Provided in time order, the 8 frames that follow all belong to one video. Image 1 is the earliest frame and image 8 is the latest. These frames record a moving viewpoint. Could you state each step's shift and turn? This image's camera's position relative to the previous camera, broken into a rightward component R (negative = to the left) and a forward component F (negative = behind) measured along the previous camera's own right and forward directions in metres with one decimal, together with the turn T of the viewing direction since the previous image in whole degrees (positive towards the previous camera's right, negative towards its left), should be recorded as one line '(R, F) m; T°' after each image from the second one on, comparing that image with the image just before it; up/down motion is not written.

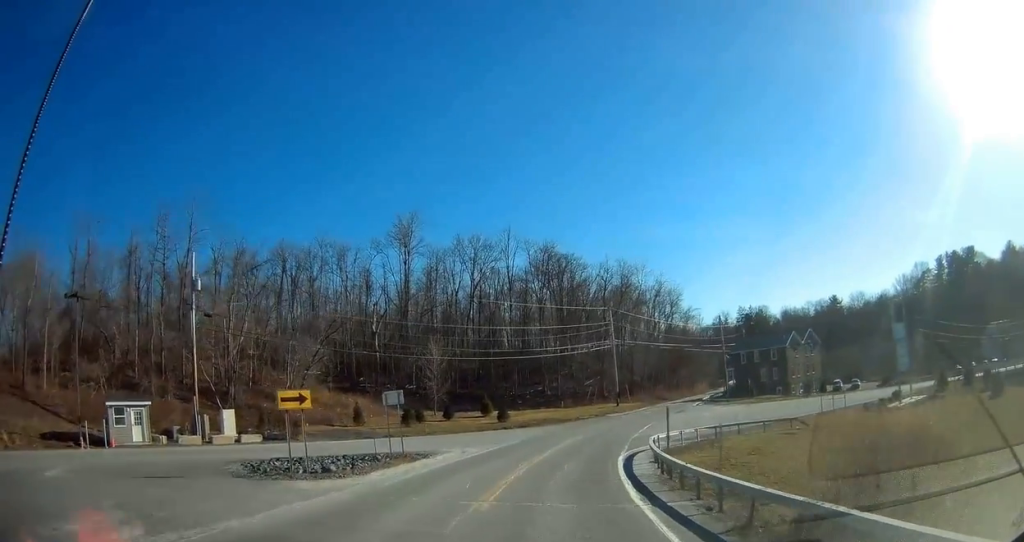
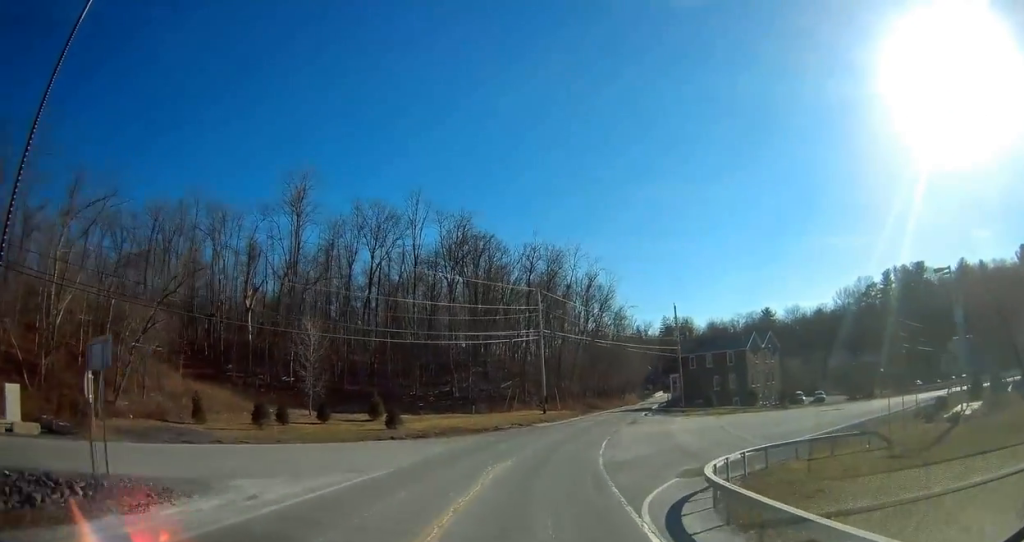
(+1.3, +16.3) m; +9°
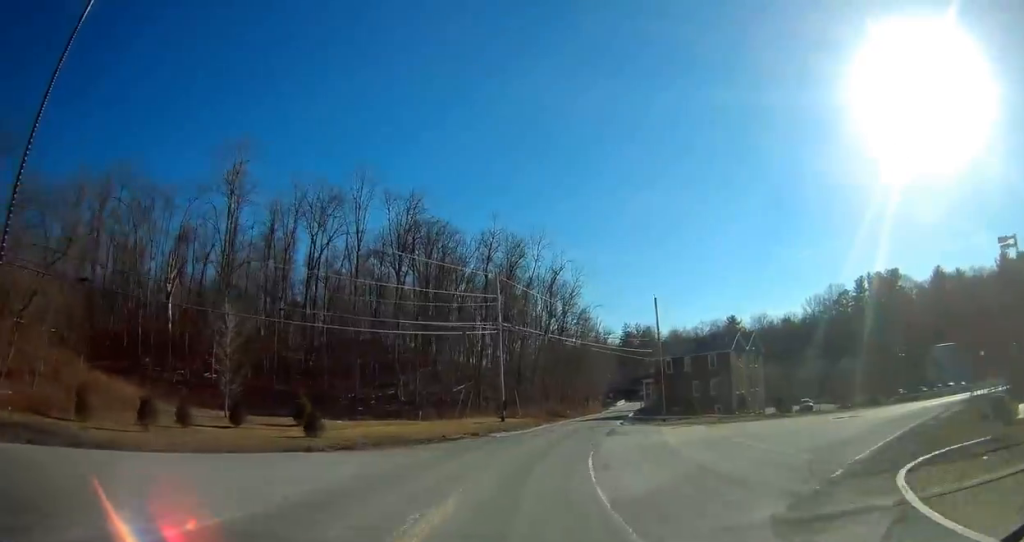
(+0.4, +9.2) m; +5°
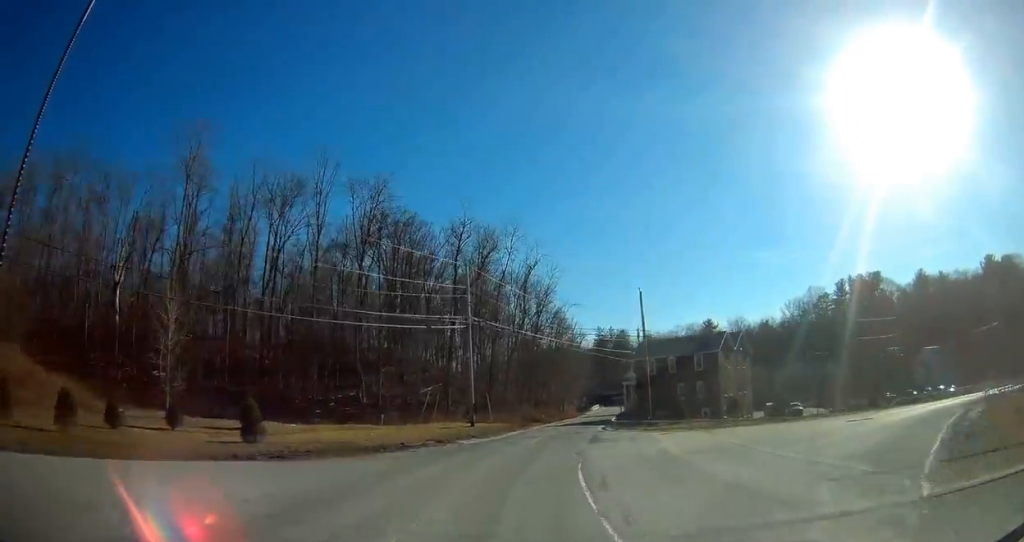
(+0.1, +5.1) m; +3°
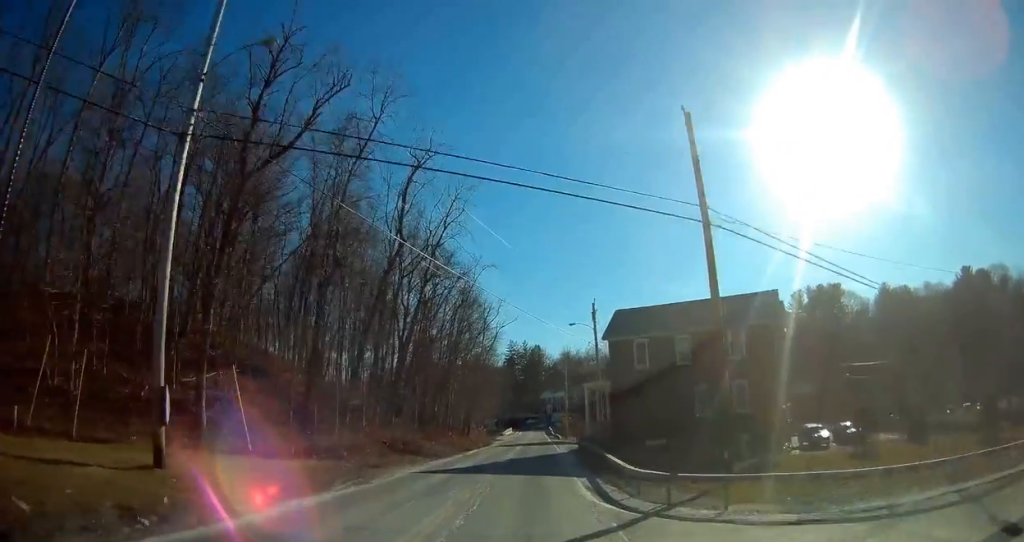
(+3.5, +34.2) m; +10°
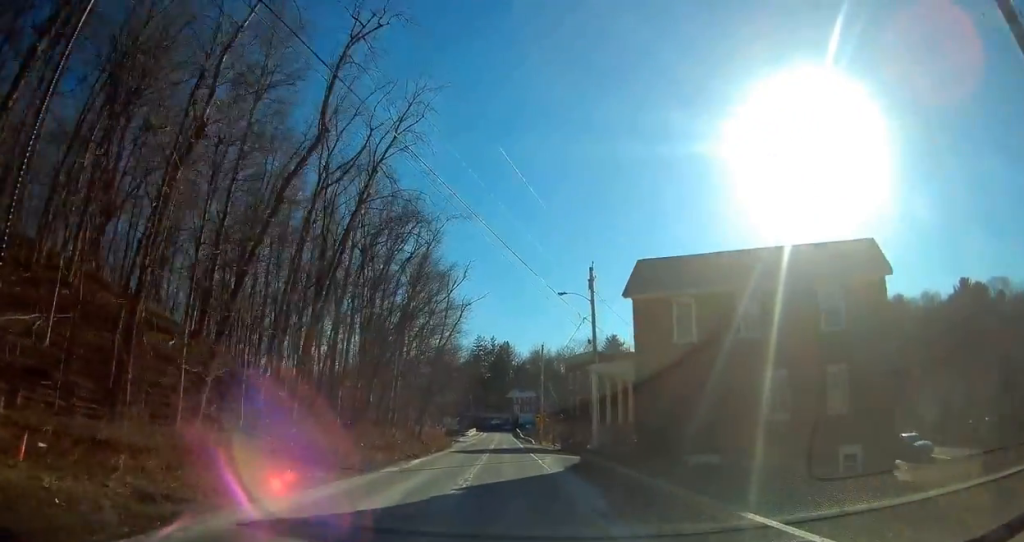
(+0.3, +14.1) m; +2°
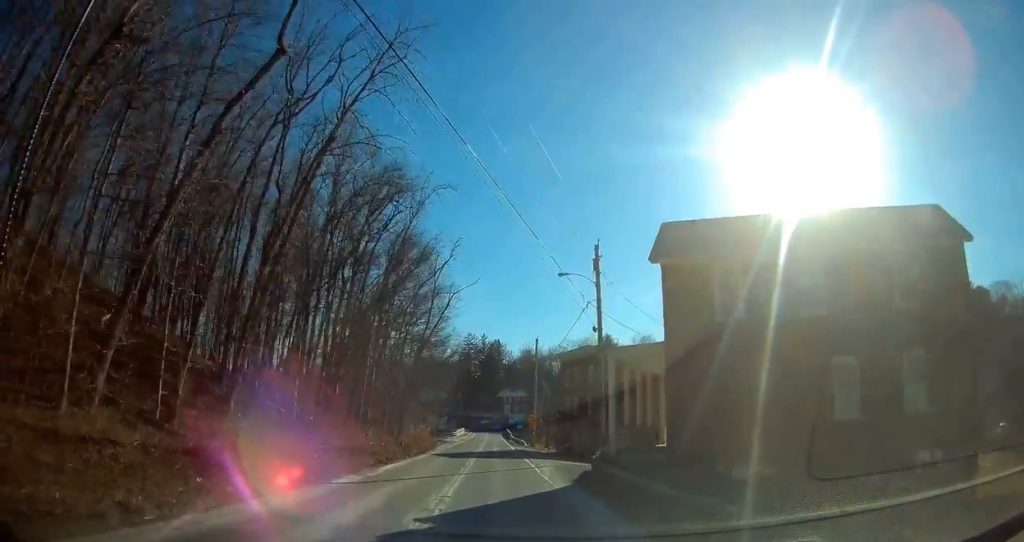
(-0.1, +5.5) m; +1°
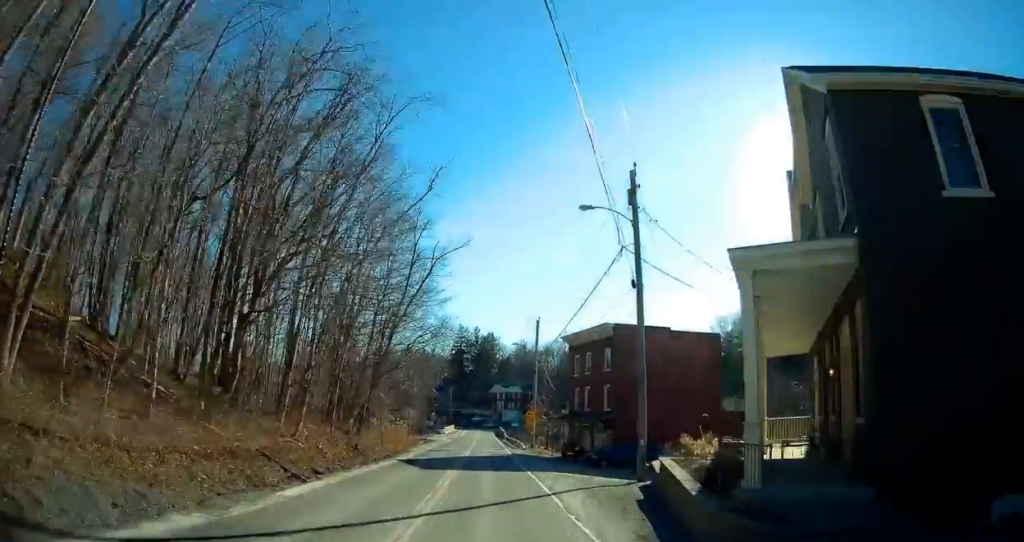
(+0.3, +11.1) m; +1°
